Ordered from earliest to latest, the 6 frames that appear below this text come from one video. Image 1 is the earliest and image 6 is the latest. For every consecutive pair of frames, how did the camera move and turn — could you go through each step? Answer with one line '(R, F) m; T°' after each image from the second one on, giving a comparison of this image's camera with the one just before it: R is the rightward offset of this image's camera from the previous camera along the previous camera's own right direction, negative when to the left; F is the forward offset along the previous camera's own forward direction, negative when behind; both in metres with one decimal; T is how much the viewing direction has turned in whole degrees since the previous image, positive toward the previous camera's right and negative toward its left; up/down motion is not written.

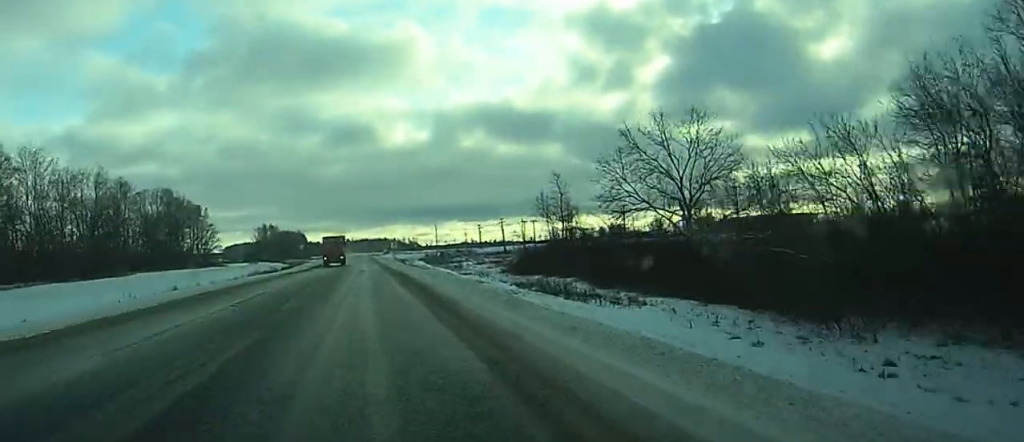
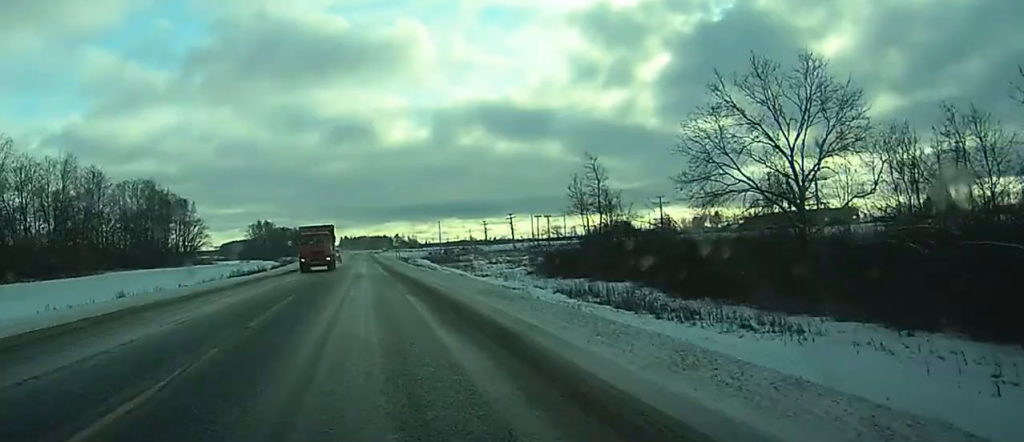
(0.0, +17.6) m; 0°
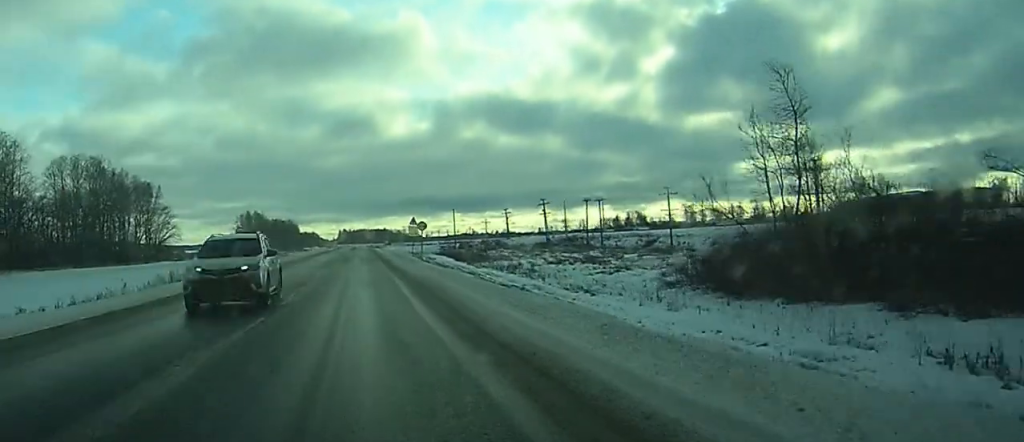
(-0.2, +41.7) m; 0°
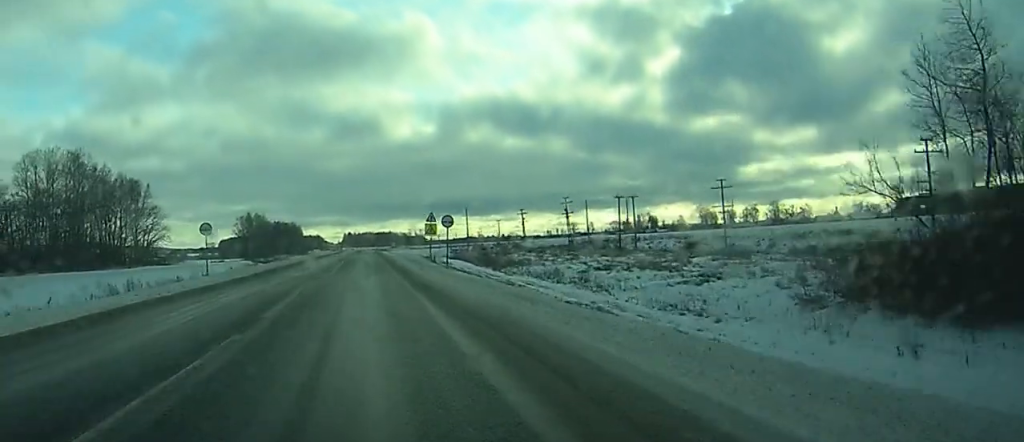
(0.0, +15.9) m; 0°
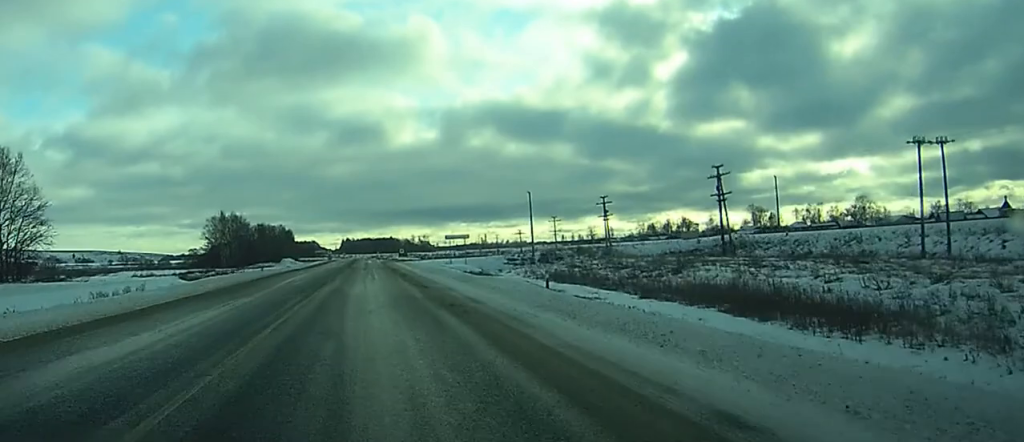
(+0.1, +74.7) m; 0°
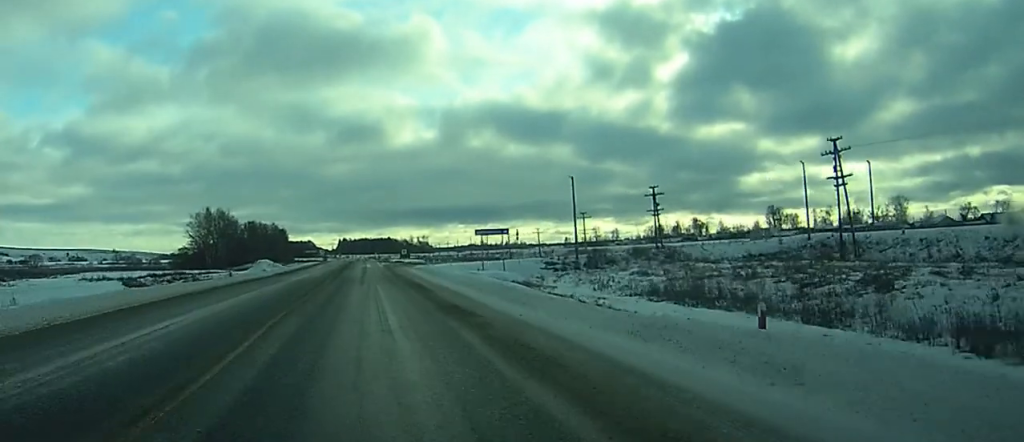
(0.0, +26.0) m; 0°
